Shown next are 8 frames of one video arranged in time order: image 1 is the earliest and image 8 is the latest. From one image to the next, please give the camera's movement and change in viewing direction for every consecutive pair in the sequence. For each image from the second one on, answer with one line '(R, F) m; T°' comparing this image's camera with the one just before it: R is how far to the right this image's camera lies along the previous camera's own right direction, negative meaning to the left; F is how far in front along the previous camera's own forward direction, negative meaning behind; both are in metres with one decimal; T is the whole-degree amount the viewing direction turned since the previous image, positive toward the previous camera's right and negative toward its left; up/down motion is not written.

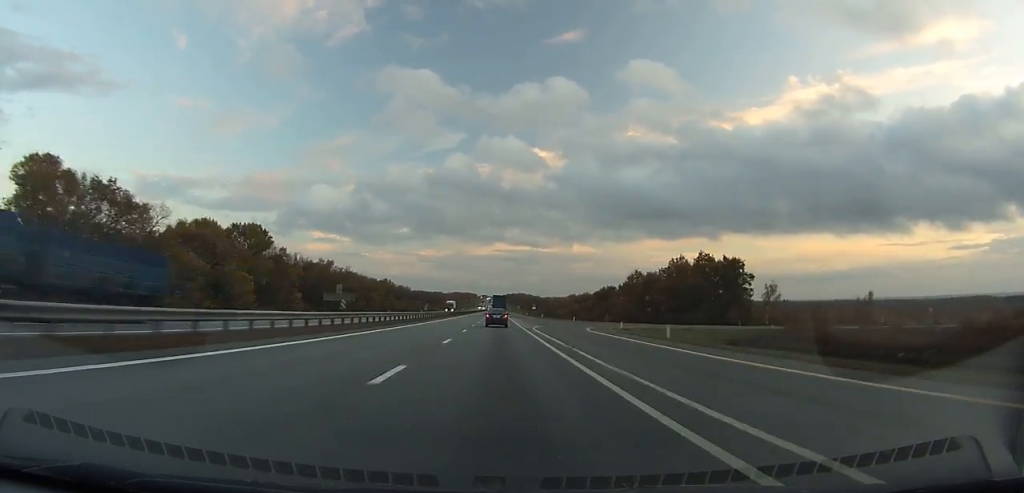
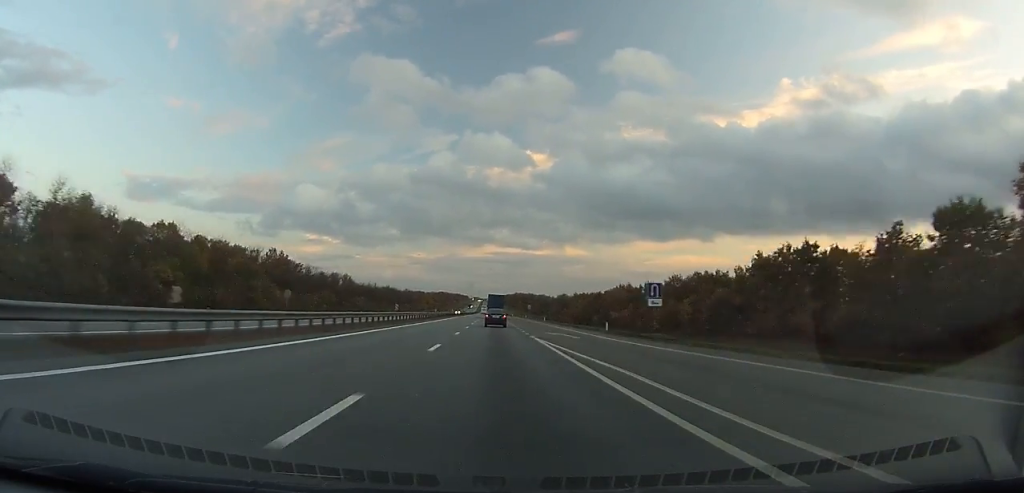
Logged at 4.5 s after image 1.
(+0.7, +125.7) m; +1°
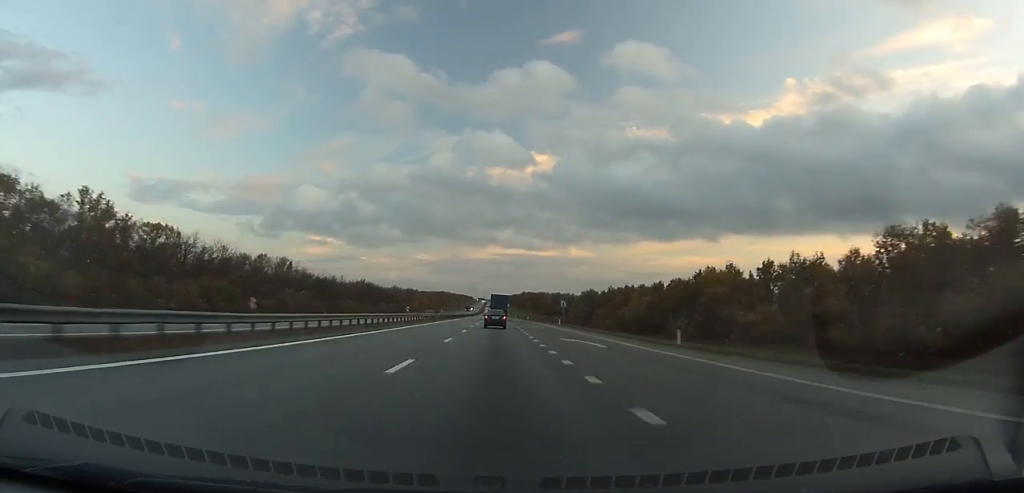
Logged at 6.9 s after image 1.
(+0.2, +67.2) m; 0°
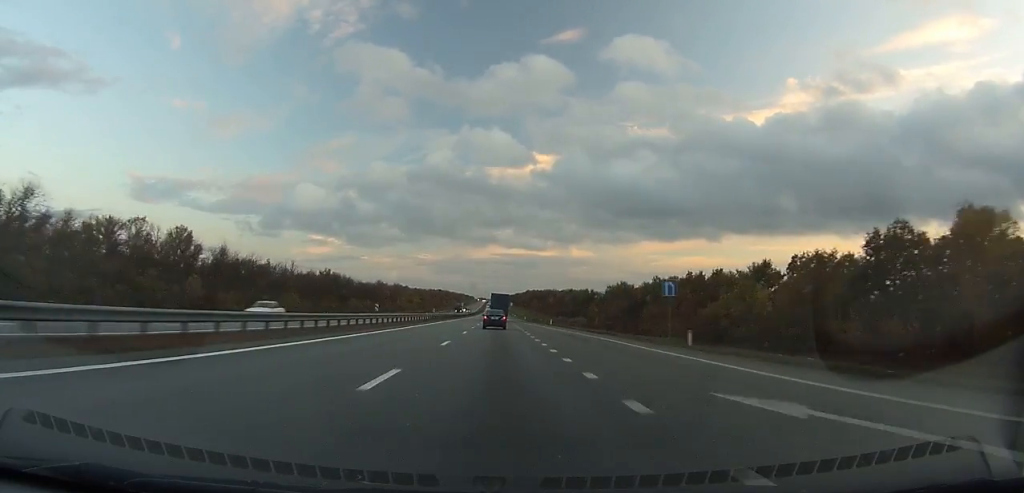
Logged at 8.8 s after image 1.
(-0.2, +53.3) m; 0°
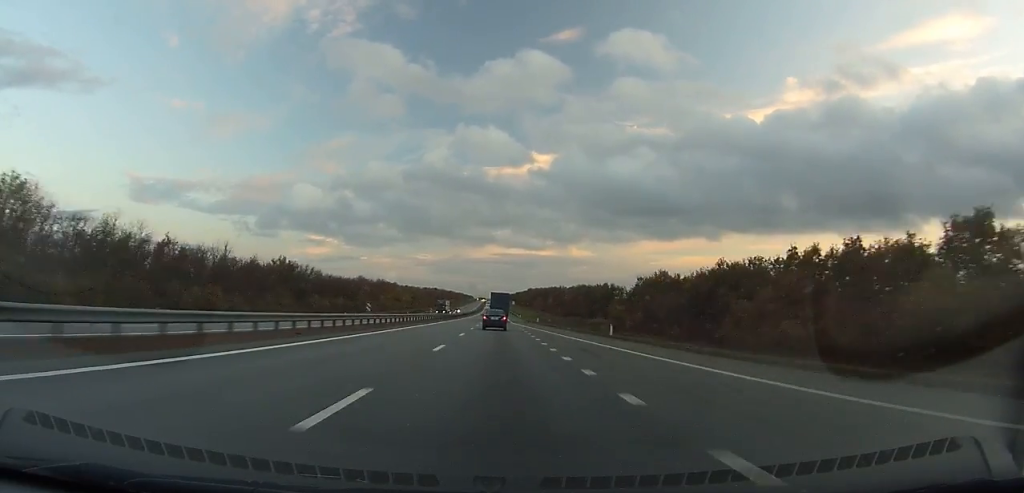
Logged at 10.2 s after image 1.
(0.0, +39.2) m; 0°
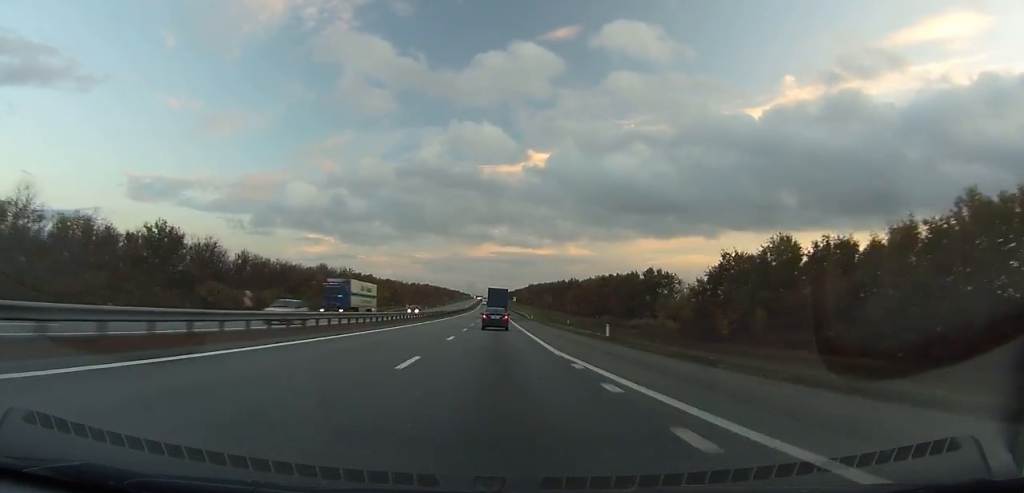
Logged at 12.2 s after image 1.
(0.0, +55.5) m; 0°
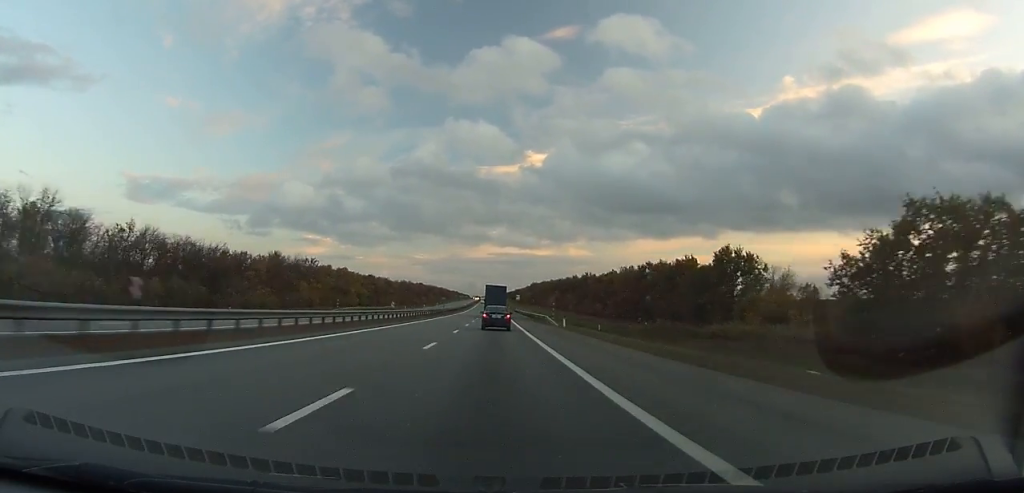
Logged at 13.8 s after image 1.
(0.0, +43.1) m; 0°
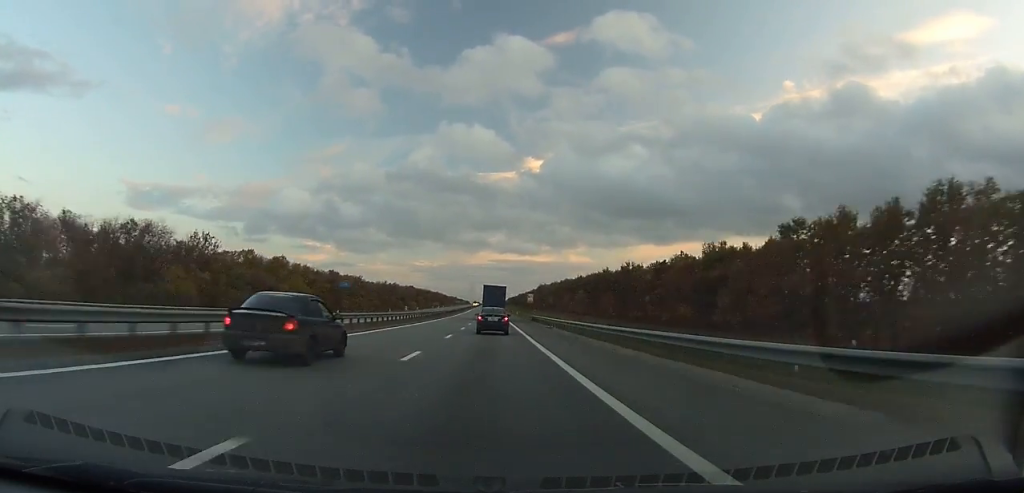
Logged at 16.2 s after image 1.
(0.0, +62.2) m; 0°
